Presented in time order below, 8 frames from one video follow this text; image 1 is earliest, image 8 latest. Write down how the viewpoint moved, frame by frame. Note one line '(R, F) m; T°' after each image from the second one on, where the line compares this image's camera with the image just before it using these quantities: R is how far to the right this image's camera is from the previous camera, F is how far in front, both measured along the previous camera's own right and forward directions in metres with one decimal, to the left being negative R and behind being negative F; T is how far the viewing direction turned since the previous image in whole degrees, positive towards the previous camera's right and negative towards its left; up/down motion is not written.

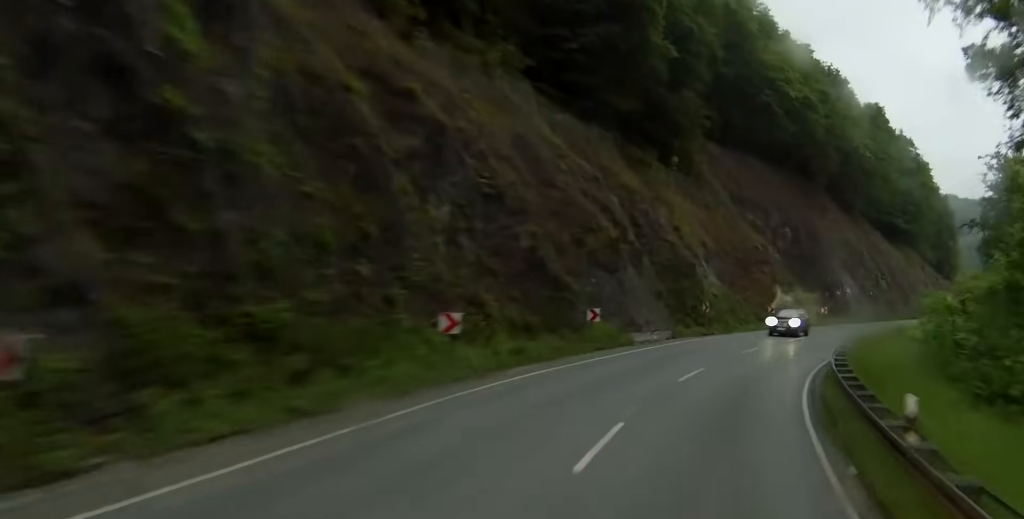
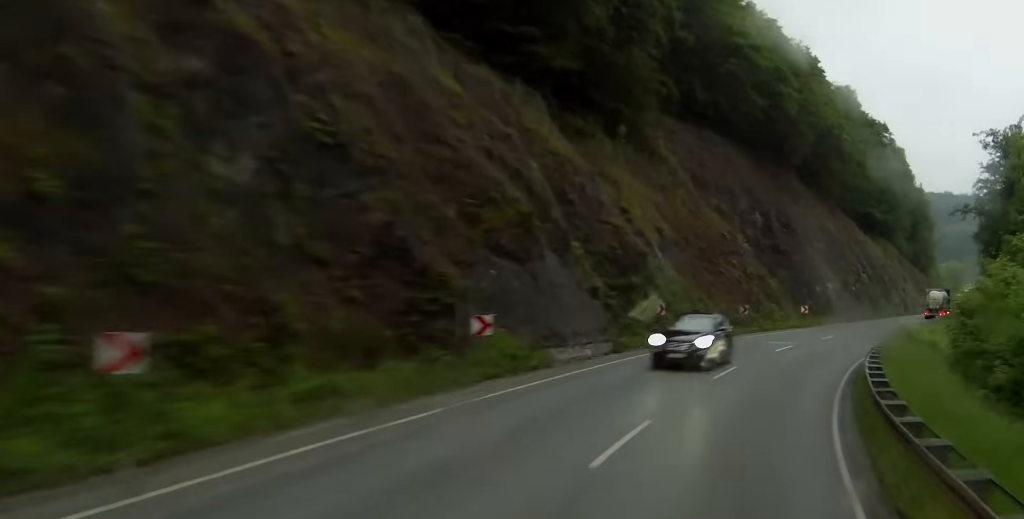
(+0.4, +12.3) m; 0°
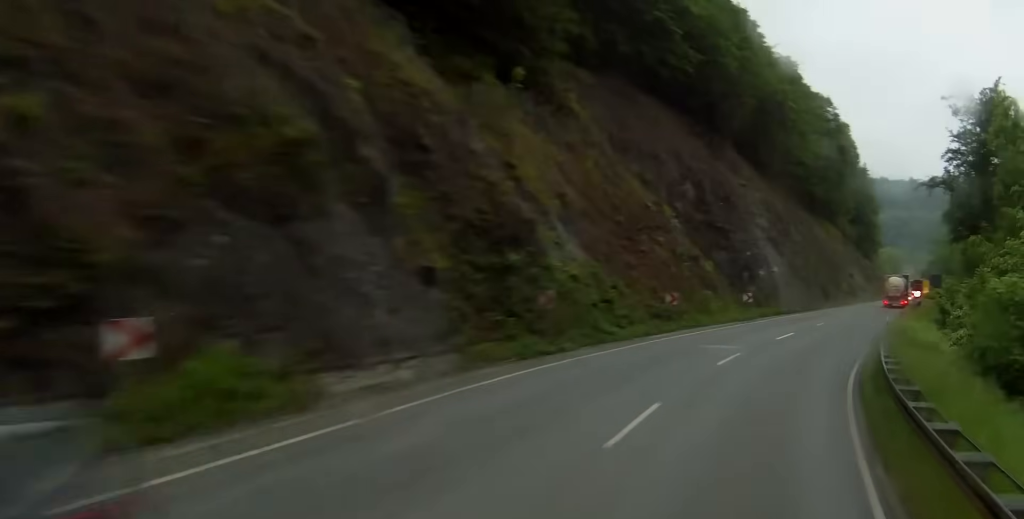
(-0.3, +12.5) m; -1°
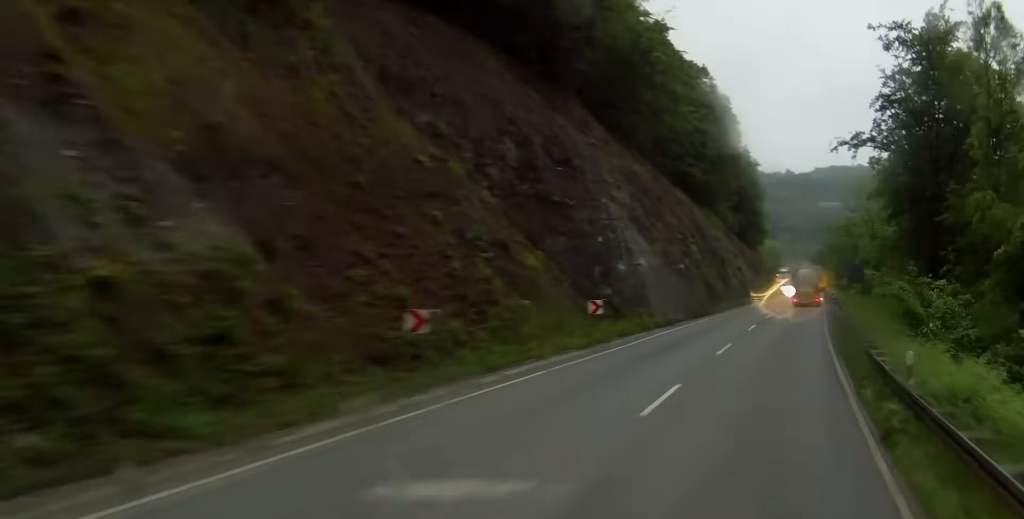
(+0.1, +22.8) m; +7°
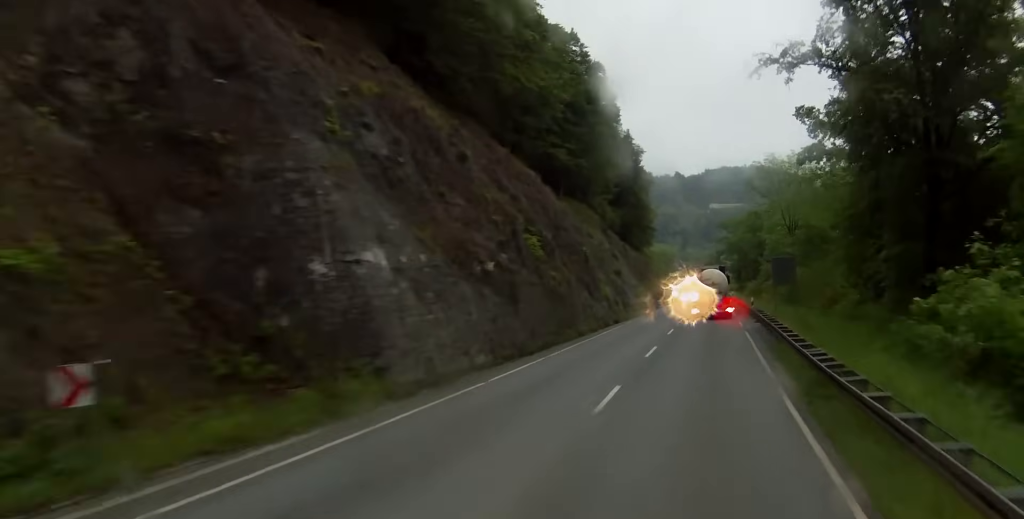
(+3.9, +26.7) m; +10°
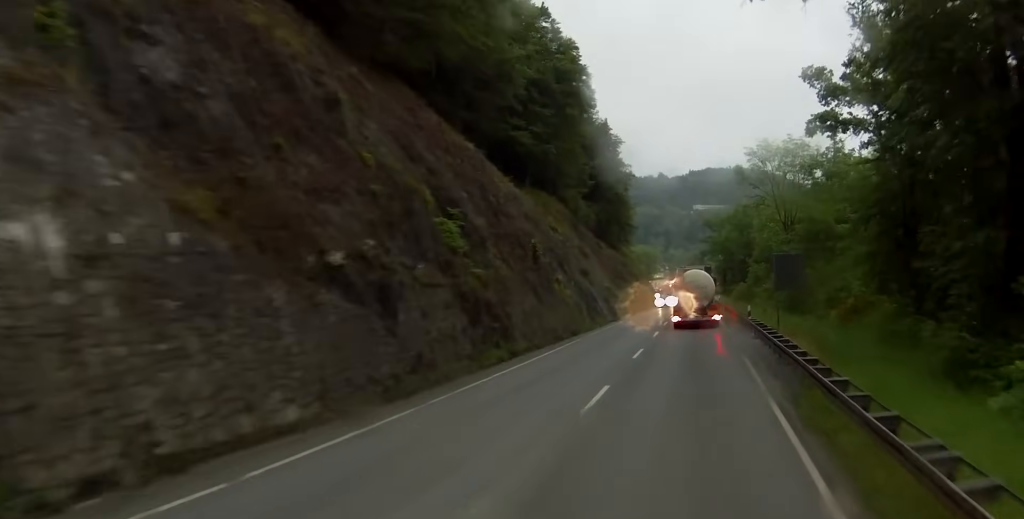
(0.0, +13.7) m; 0°
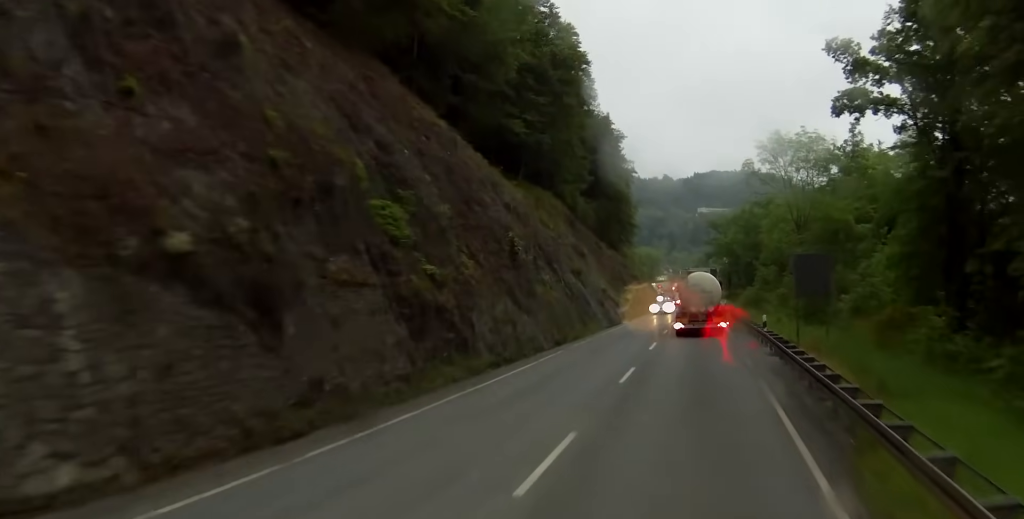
(0.0, +7.3) m; 0°
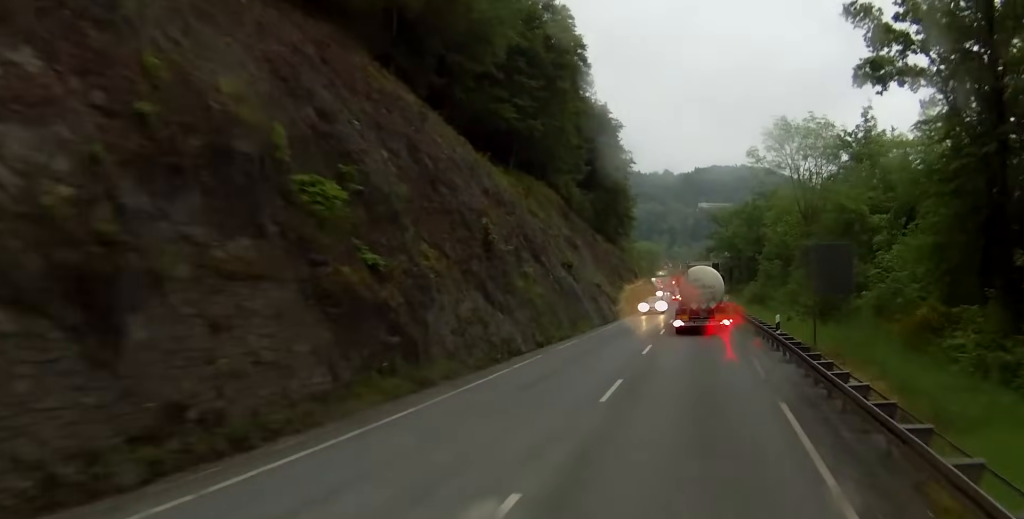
(0.0, +5.5) m; 0°
